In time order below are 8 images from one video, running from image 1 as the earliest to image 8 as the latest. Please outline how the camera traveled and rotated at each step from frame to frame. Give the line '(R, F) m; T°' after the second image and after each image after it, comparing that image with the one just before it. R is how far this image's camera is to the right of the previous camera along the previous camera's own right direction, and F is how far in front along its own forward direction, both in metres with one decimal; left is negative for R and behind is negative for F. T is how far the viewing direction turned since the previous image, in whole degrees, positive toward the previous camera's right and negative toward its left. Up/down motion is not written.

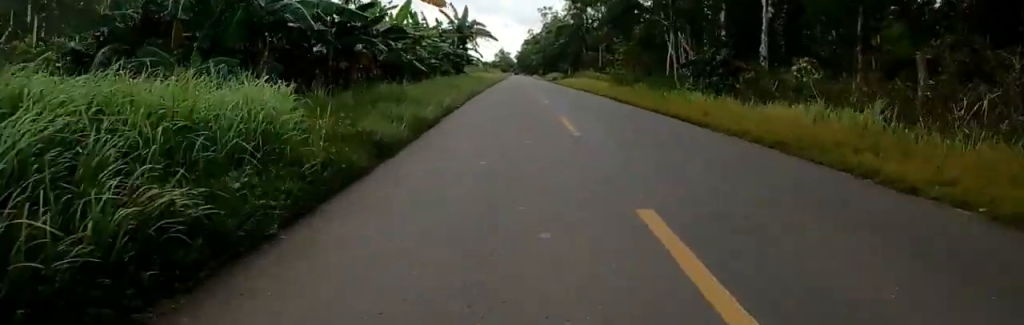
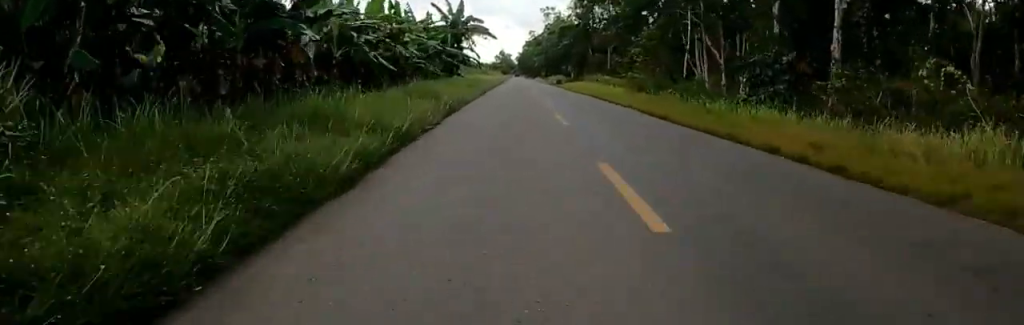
(-0.4, +6.0) m; 0°
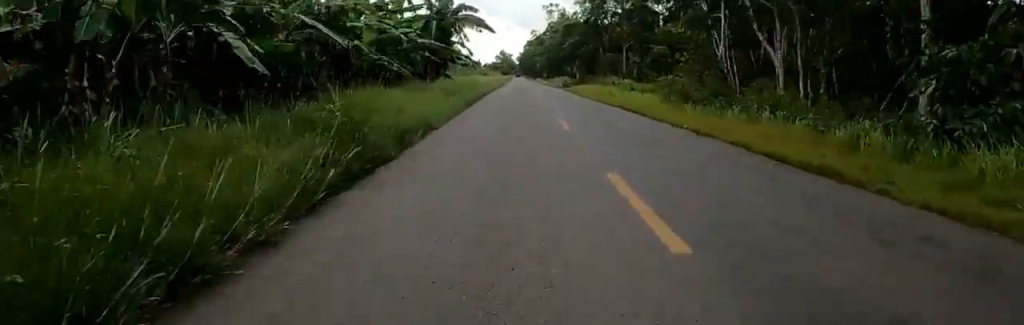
(+0.3, +8.7) m; 0°
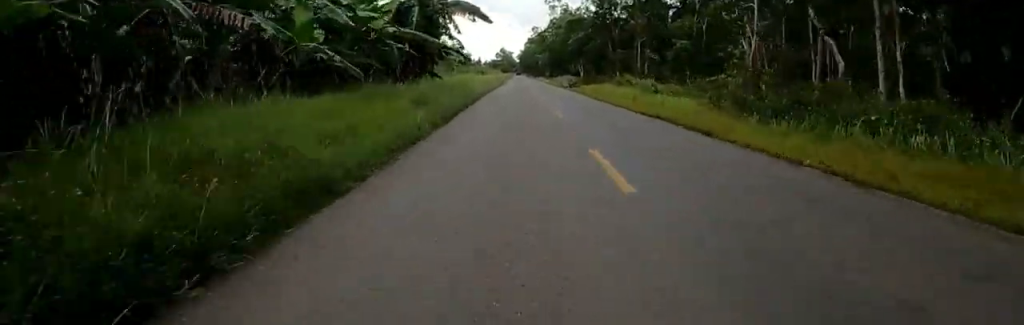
(+0.3, +5.9) m; 0°
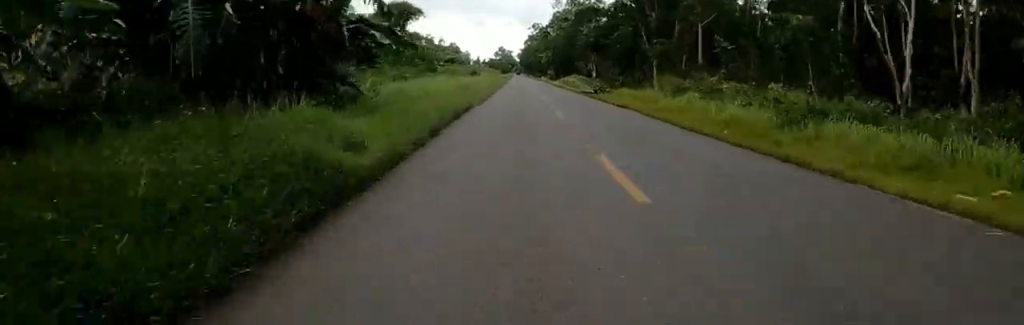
(-0.7, +16.9) m; -2°
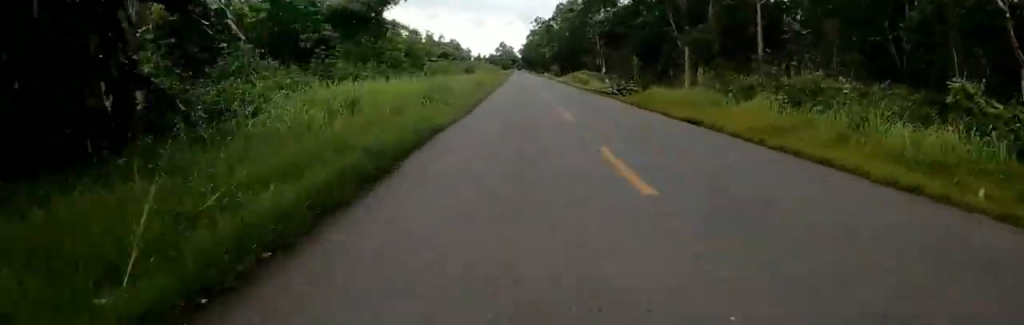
(-0.1, +7.8) m; +3°
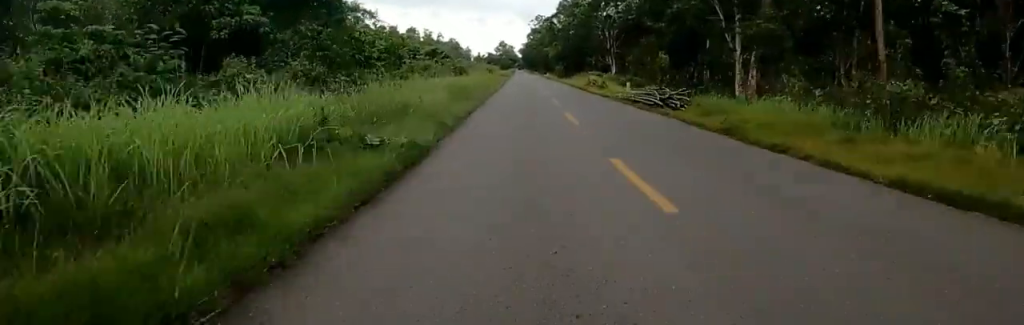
(+0.3, +8.9) m; 0°
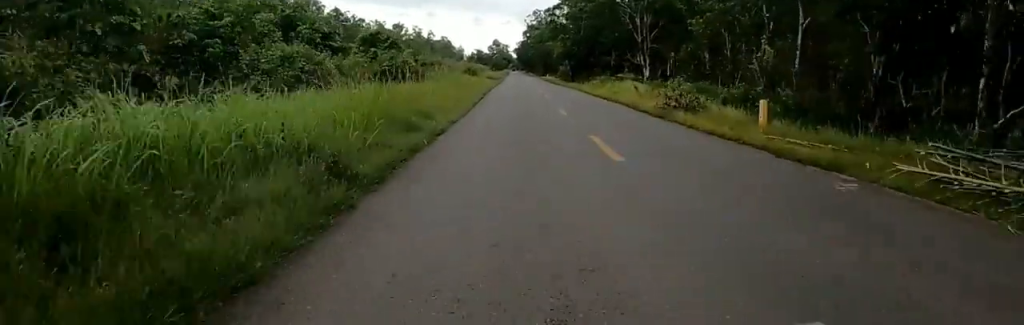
(-1.1, +21.4) m; -2°
